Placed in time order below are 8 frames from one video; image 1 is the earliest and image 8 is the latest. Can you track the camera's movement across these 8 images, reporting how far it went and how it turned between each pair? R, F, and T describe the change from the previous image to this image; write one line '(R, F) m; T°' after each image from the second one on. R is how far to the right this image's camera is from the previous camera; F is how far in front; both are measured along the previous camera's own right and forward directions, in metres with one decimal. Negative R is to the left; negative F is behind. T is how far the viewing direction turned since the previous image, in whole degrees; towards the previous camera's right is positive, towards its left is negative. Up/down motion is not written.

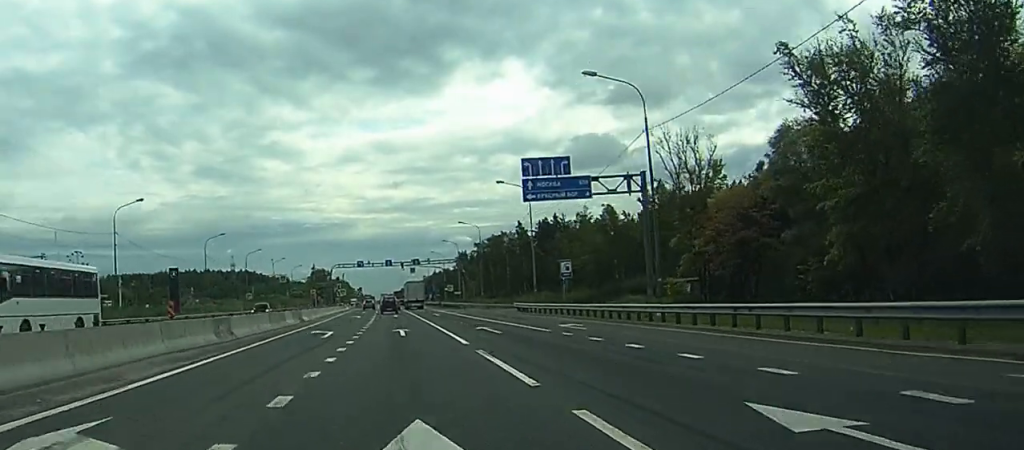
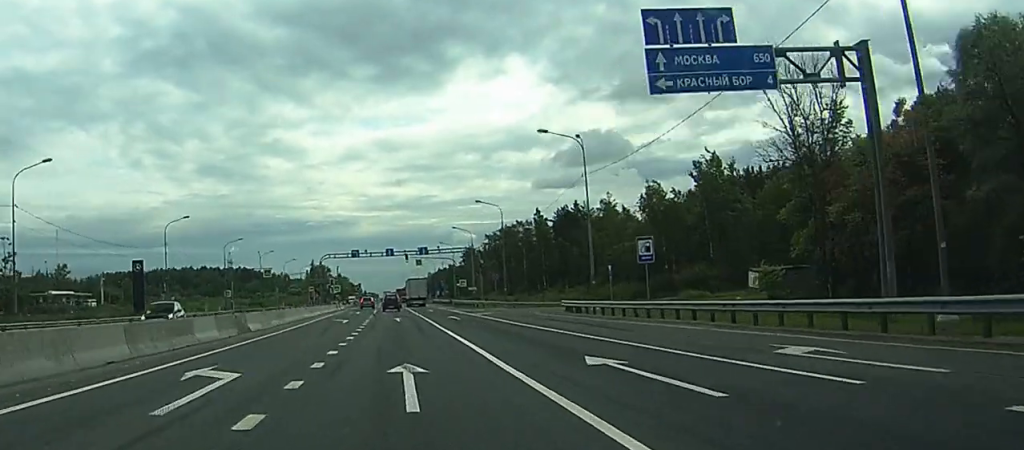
(0.0, +21.8) m; 0°
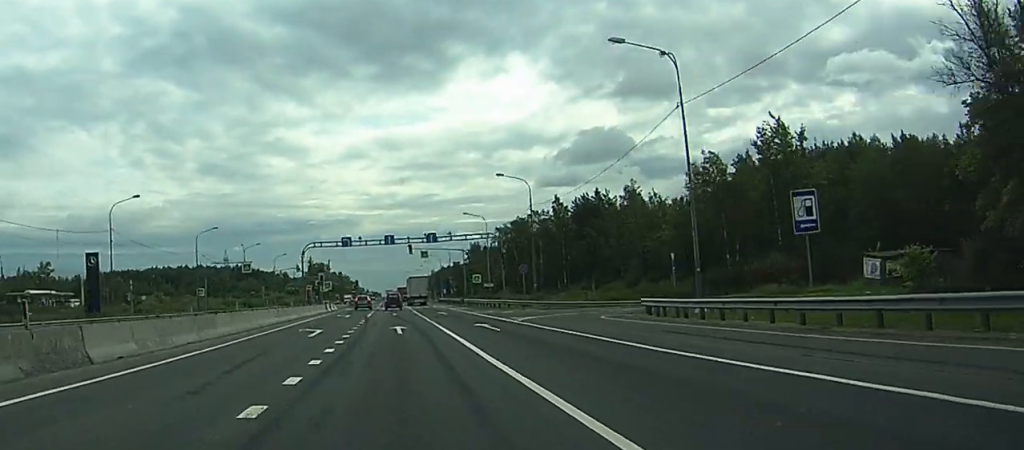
(0.0, +19.2) m; 0°
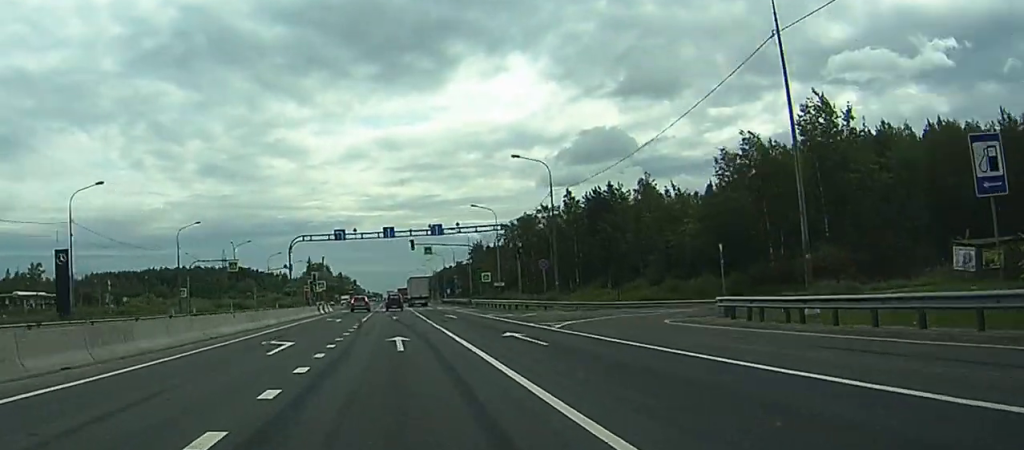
(0.0, +10.0) m; 0°
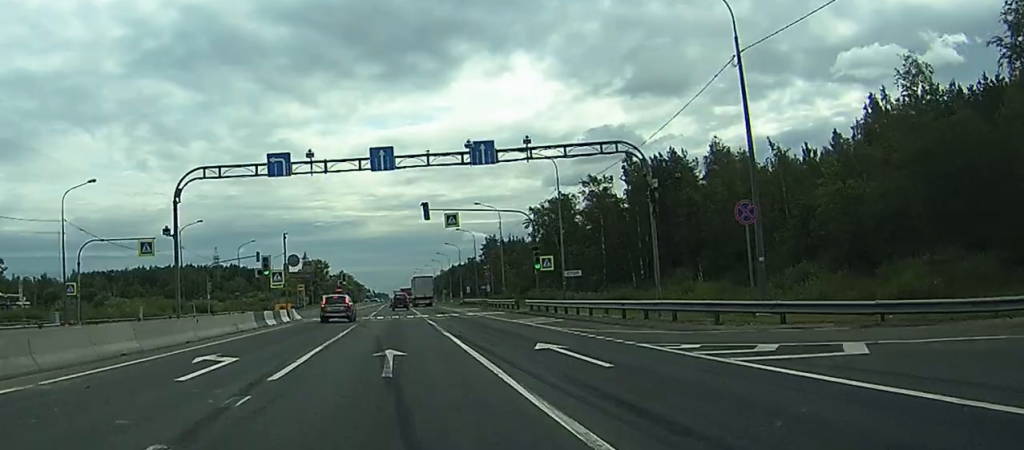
(-0.1, +37.1) m; 0°
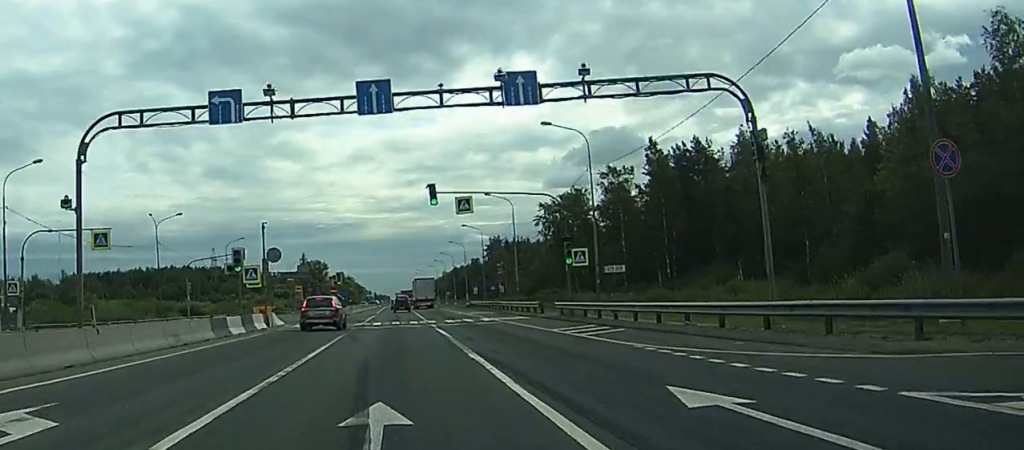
(0.0, +10.6) m; 0°
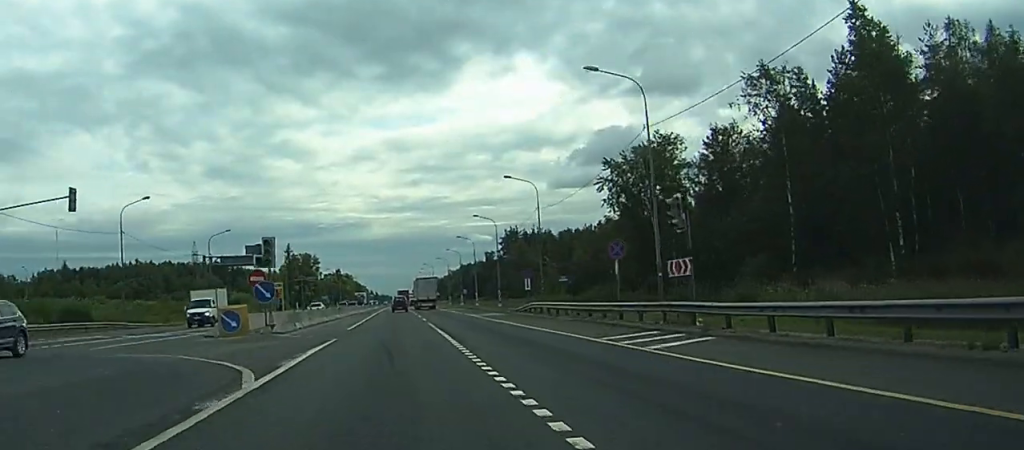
(-0.2, +48.8) m; 0°
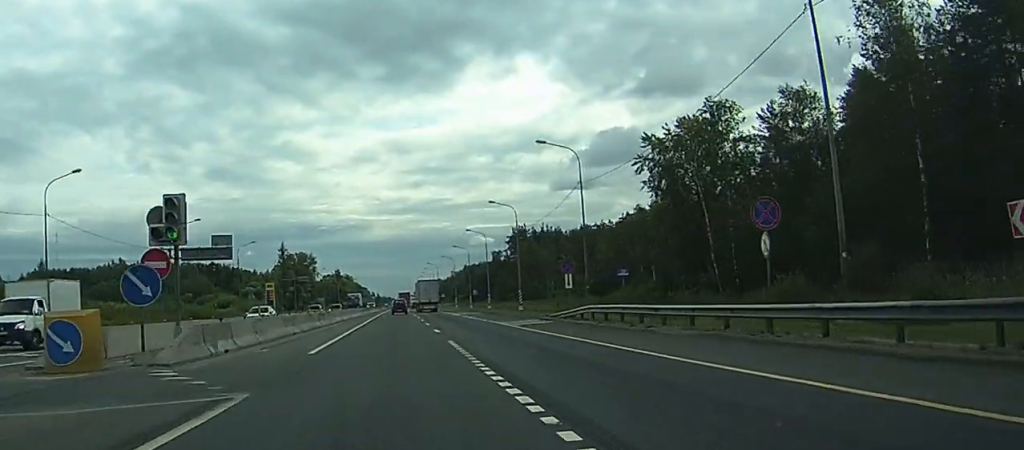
(+0.1, +17.4) m; 0°
